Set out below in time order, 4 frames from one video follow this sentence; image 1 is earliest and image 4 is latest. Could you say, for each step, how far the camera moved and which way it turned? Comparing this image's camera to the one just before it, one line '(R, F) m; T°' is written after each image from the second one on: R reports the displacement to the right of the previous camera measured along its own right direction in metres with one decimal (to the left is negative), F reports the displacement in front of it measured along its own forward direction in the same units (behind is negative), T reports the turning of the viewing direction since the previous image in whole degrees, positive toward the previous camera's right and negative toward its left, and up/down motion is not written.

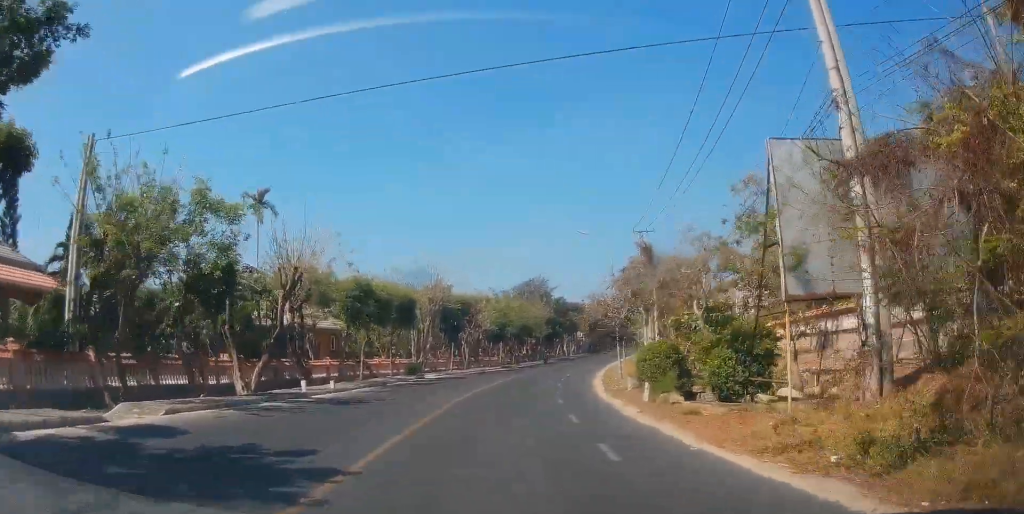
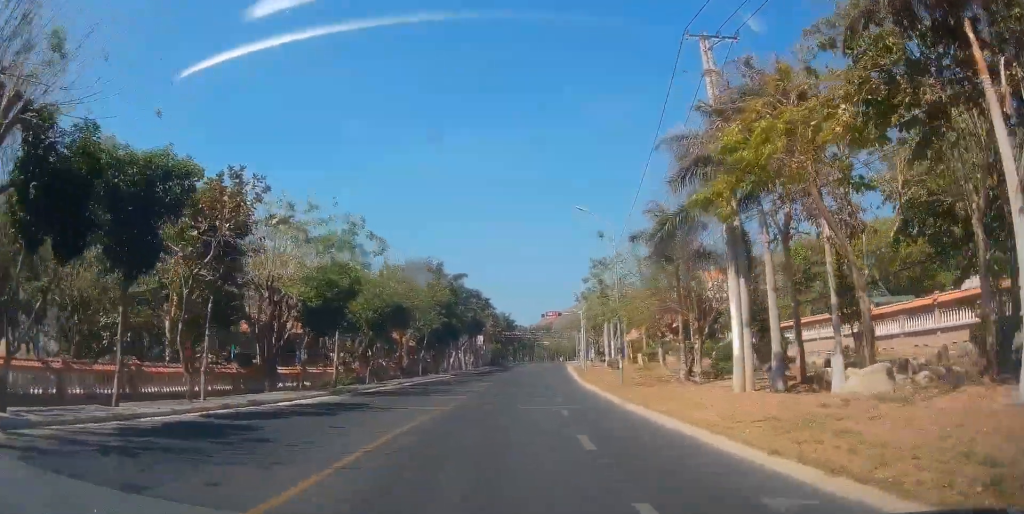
(+4.1, +40.5) m; +10°
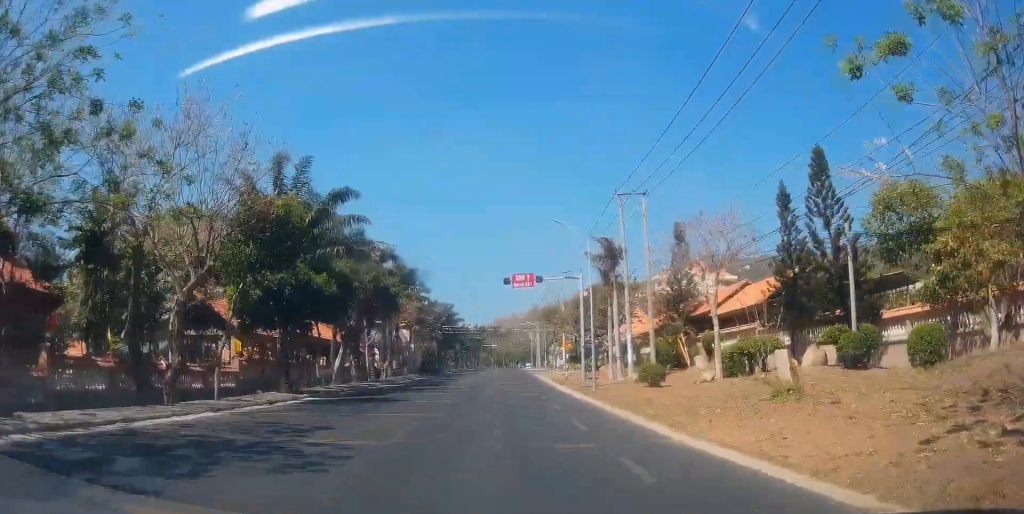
(+2.3, +34.1) m; +8°
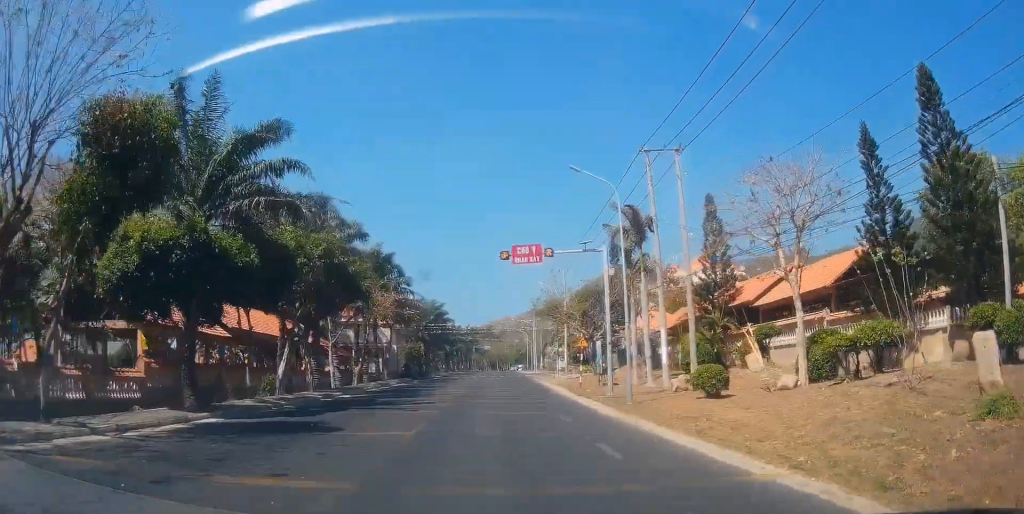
(+0.2, +10.1) m; +1°
